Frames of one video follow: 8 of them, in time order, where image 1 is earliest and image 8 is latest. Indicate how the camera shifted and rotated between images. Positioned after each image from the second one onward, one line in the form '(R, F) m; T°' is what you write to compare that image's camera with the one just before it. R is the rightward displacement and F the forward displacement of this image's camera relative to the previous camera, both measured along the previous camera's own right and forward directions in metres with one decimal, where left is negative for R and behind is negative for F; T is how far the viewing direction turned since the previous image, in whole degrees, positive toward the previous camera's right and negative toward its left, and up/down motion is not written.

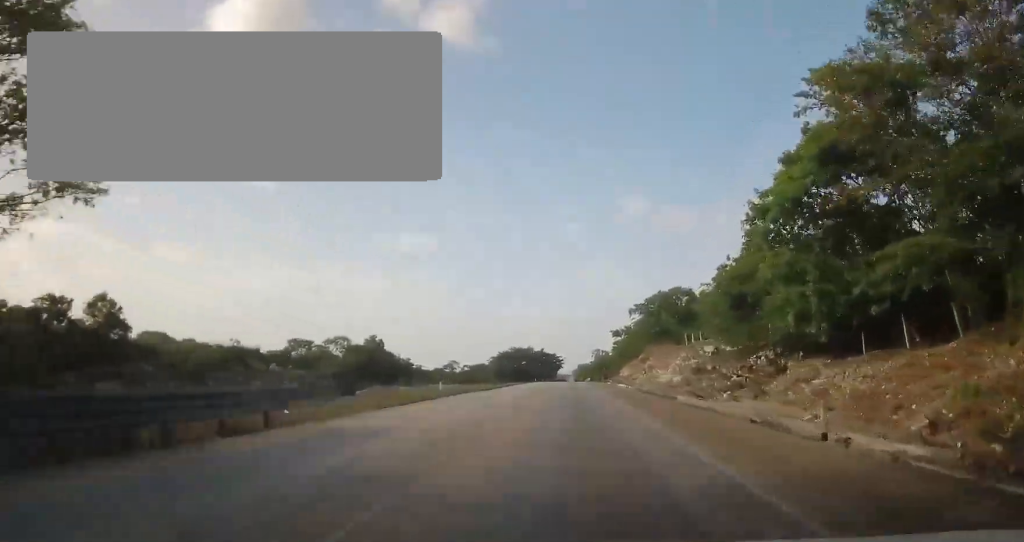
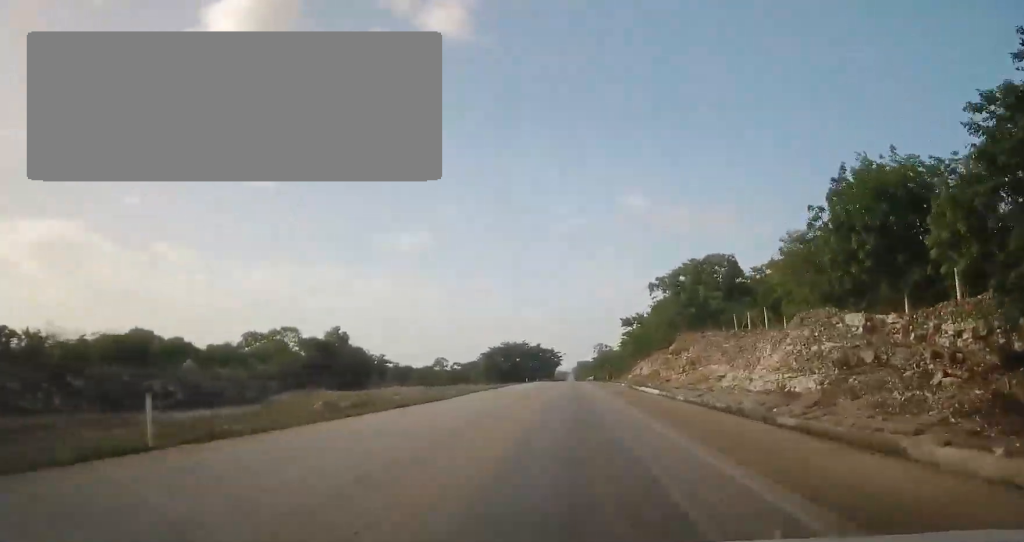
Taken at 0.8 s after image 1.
(+0.1, +22.2) m; 0°
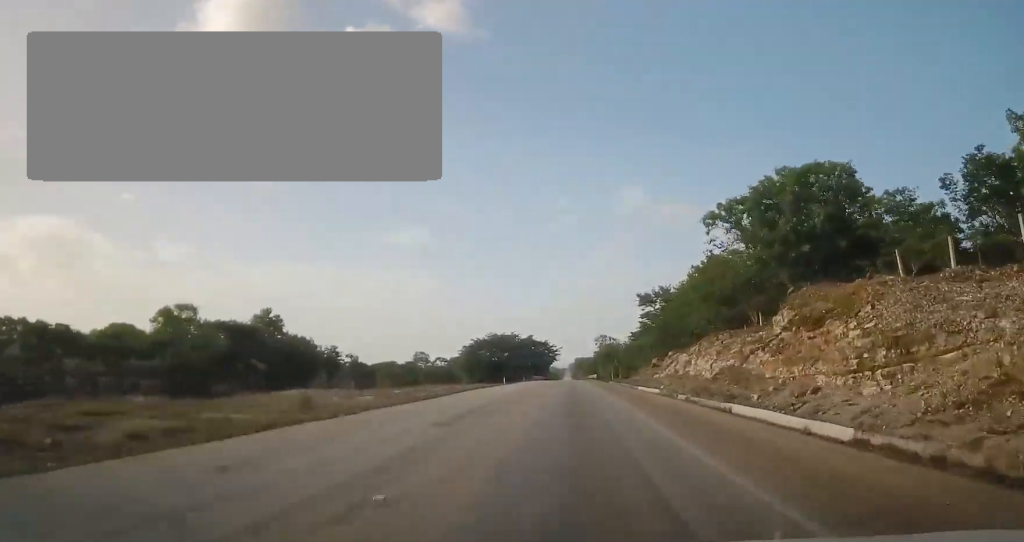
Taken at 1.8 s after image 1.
(-0.3, +27.3) m; -1°
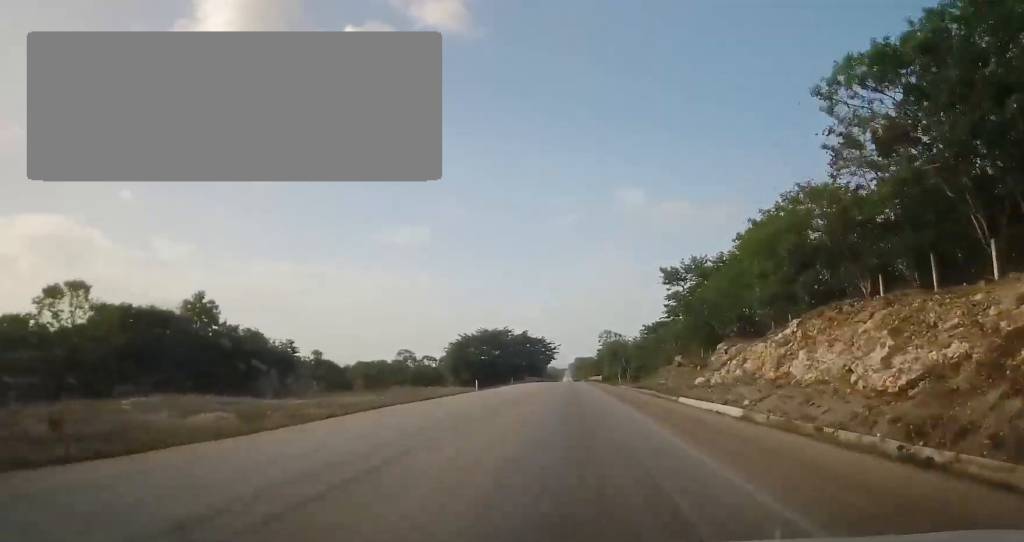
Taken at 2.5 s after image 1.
(-0.2, +18.2) m; 0°
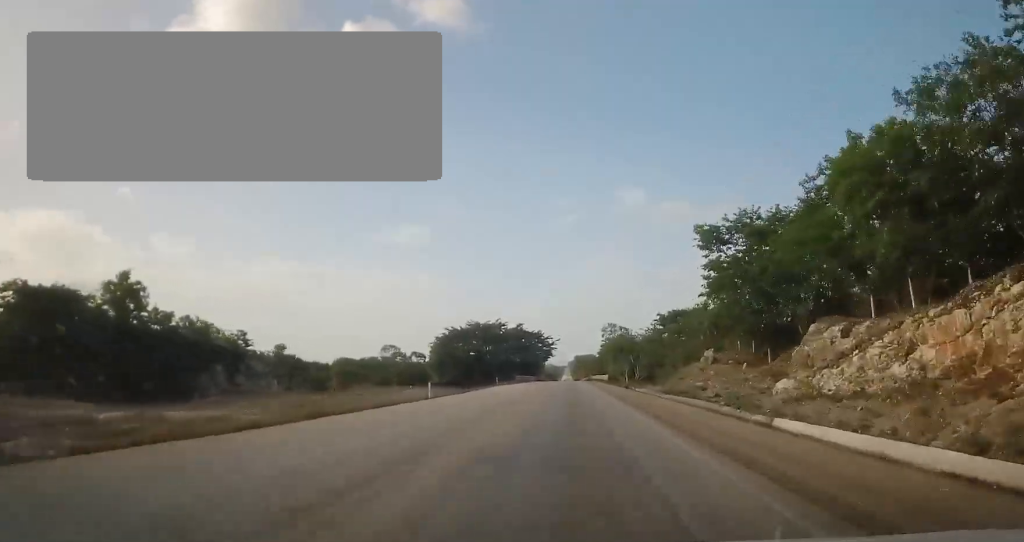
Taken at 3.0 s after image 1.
(+0.2, +14.6) m; +1°
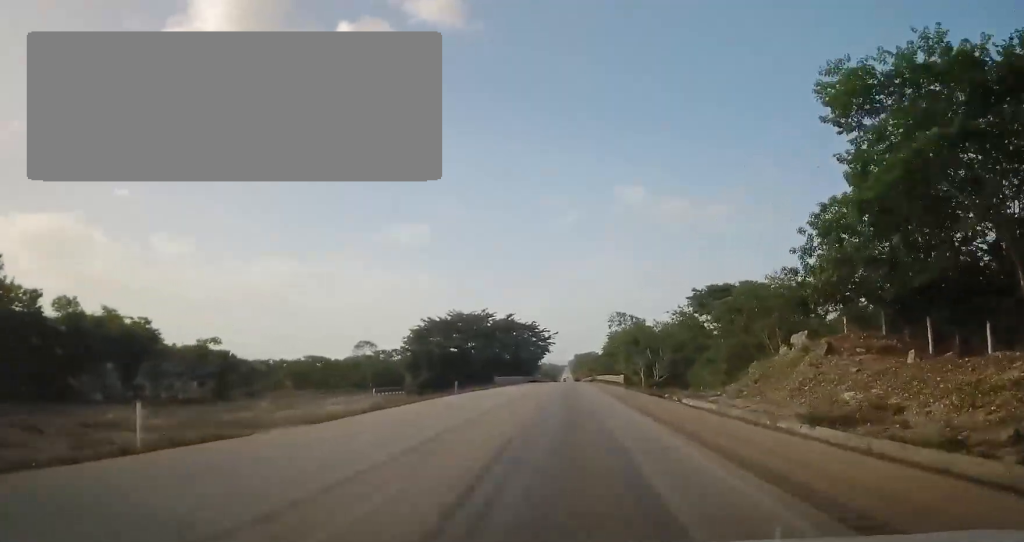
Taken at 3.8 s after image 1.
(+0.1, +20.5) m; 0°
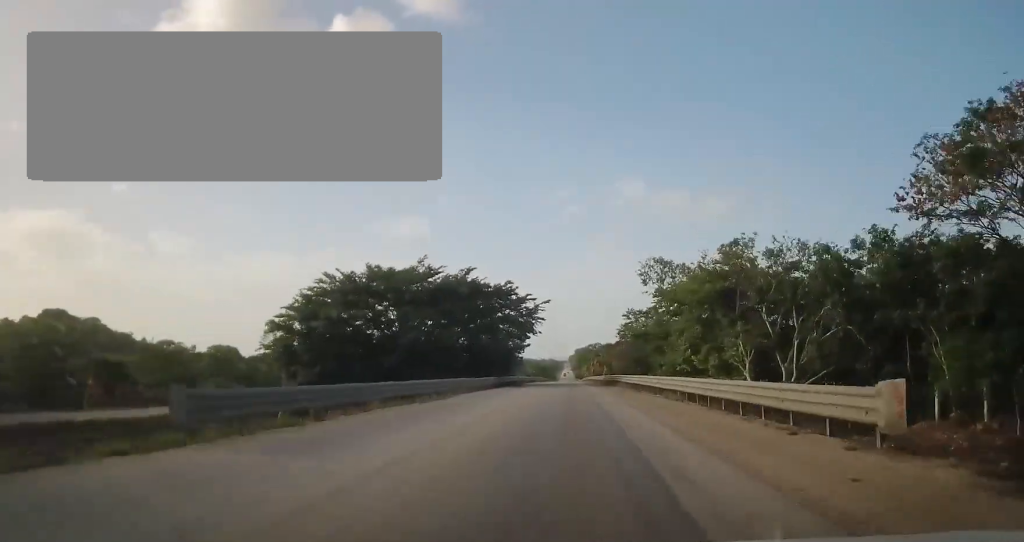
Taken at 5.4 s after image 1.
(+0.2, +44.1) m; 0°
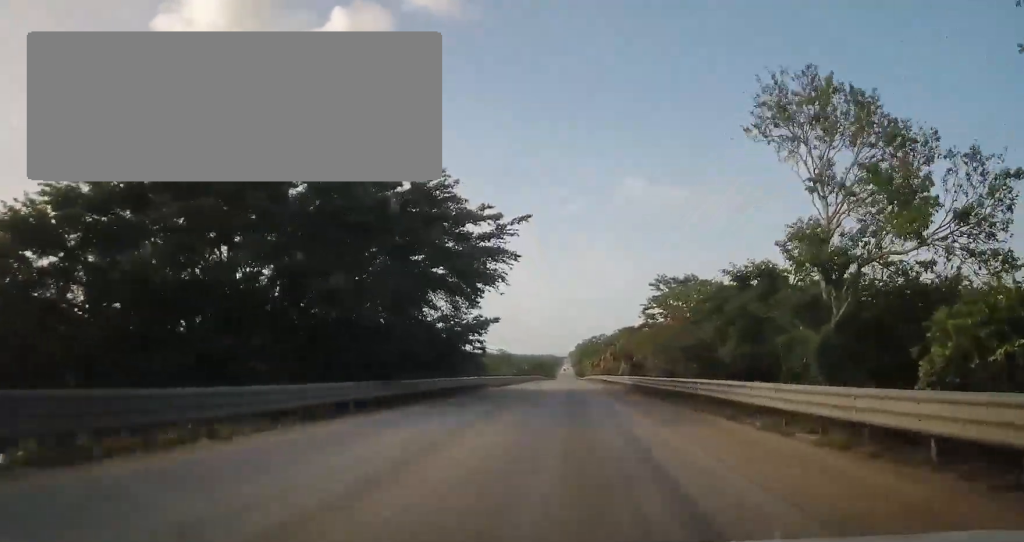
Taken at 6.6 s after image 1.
(-0.1, +33.8) m; 0°
